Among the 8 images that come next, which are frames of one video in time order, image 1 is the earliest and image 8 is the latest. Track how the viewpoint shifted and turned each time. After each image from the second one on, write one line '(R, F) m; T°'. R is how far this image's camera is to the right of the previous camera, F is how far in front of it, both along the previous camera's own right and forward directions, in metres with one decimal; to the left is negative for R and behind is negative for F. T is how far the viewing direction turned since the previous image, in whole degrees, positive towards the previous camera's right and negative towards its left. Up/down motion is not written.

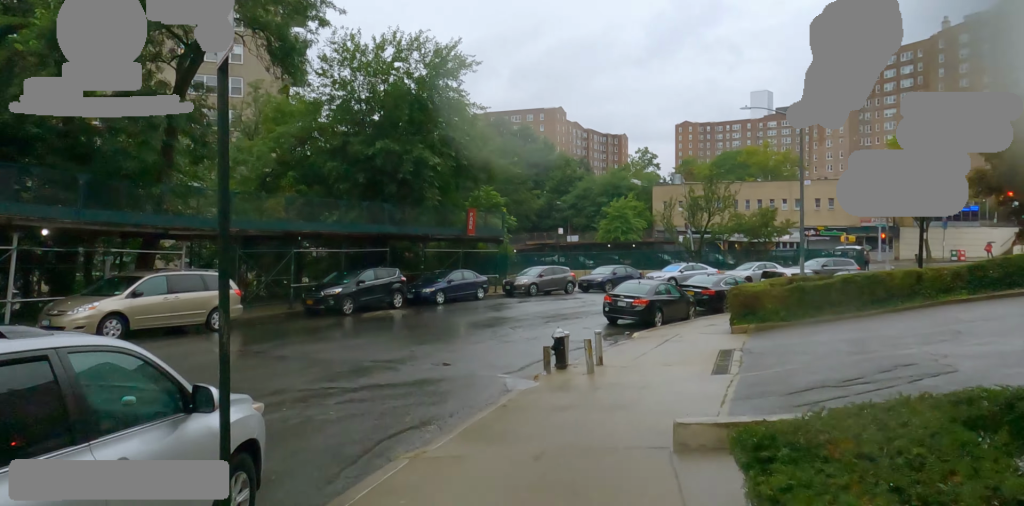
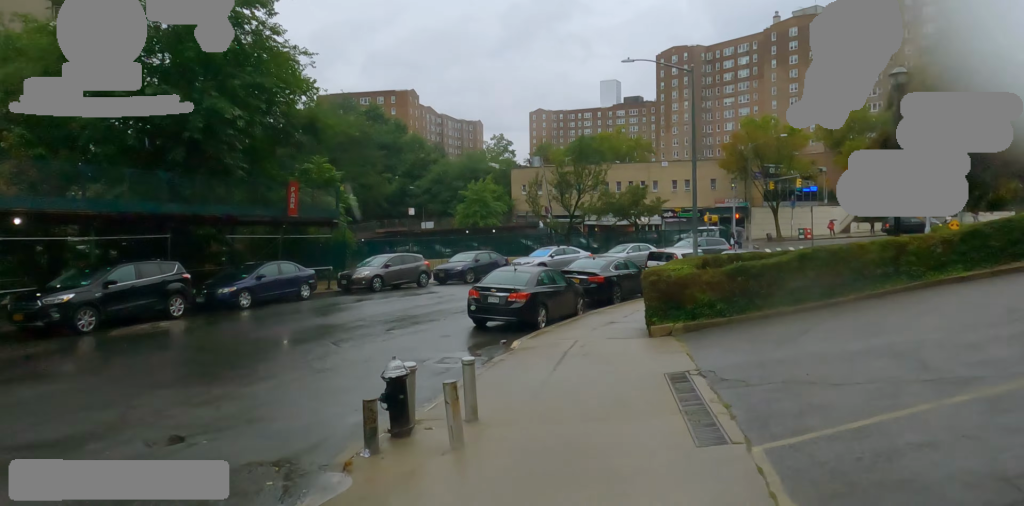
(+2.5, +8.5) m; +19°
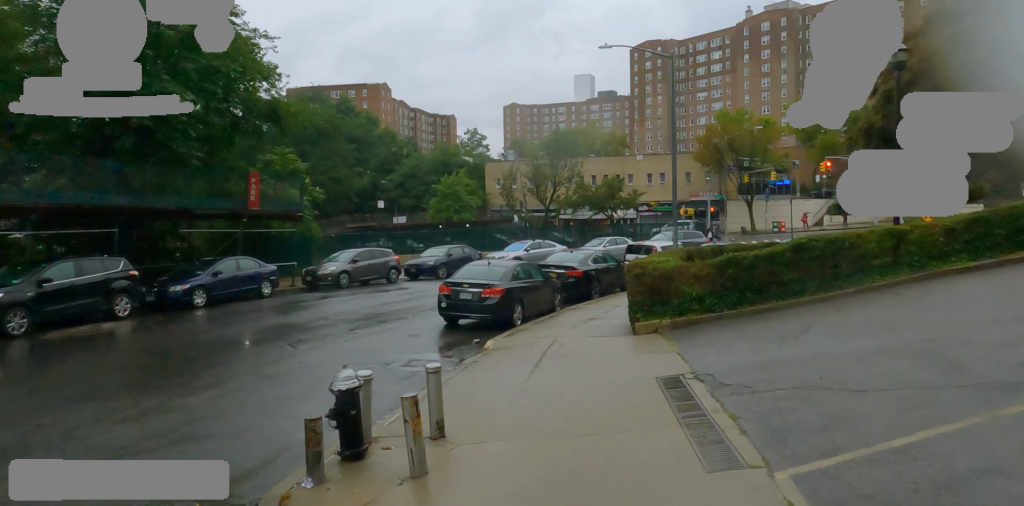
(0.0, +1.5) m; +6°
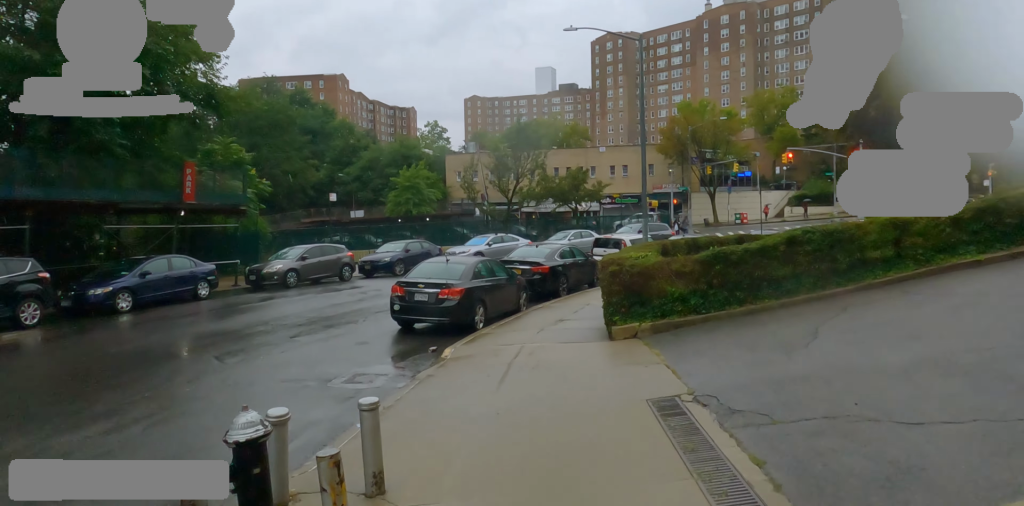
(-0.1, +1.8) m; +14°
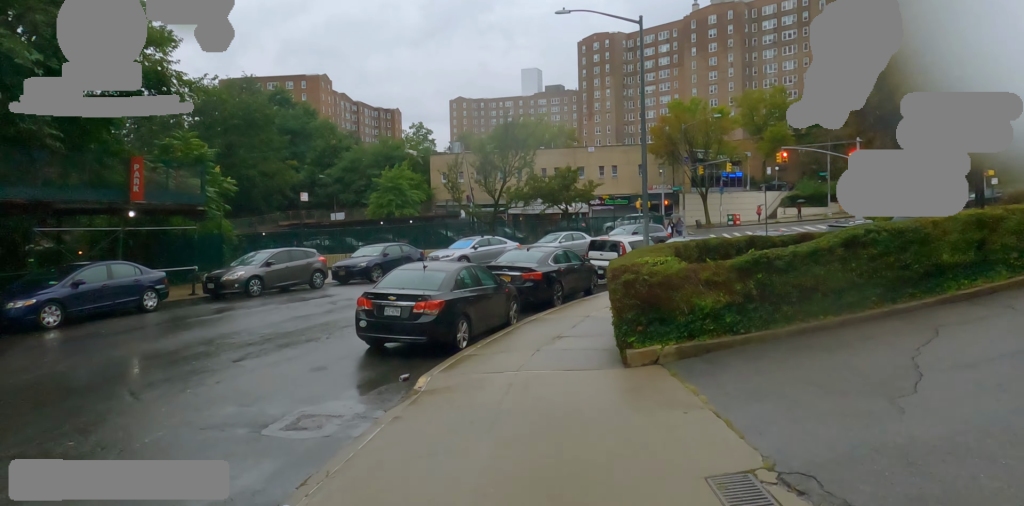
(+0.7, +2.3) m; +8°
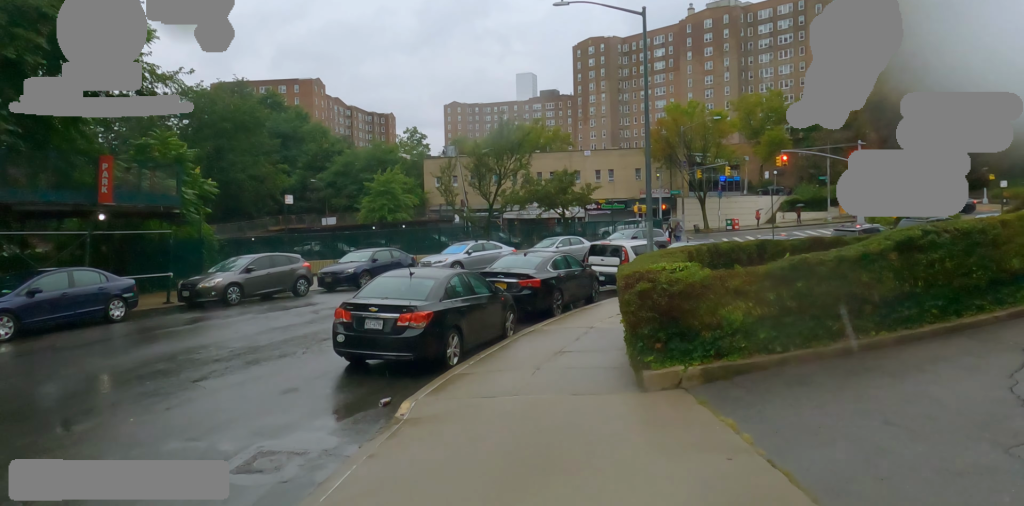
(+0.7, +1.5) m; +1°
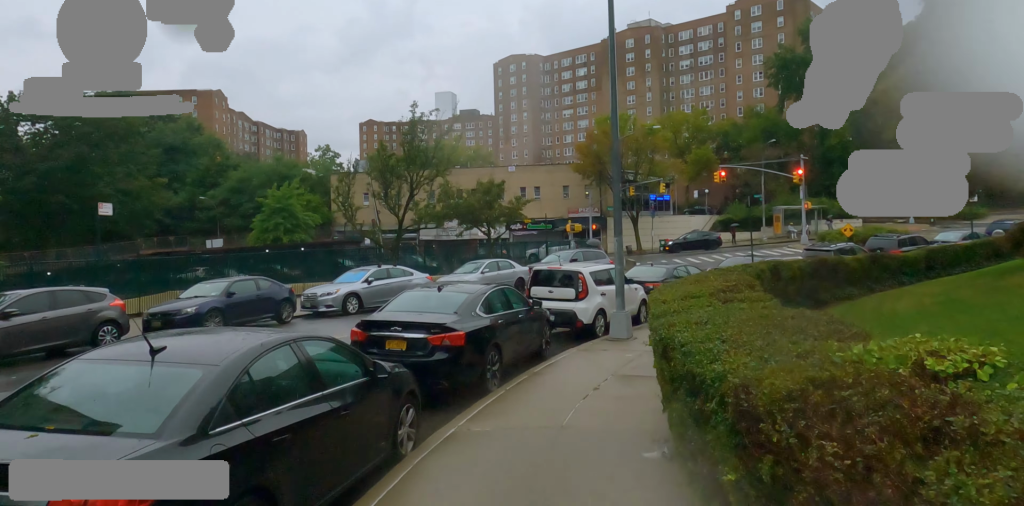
(-2.7, +7.8) m; +3°
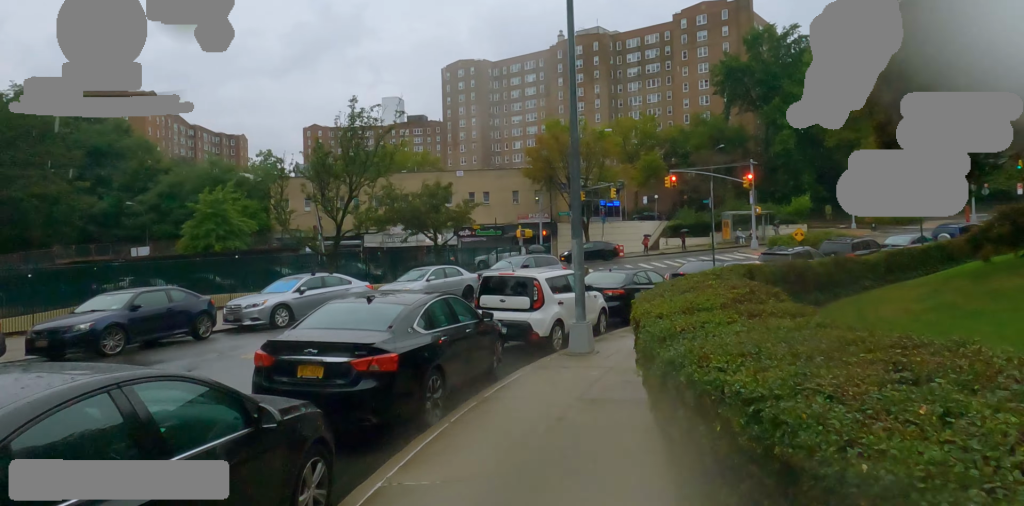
(+0.8, +2.4) m; +9°
